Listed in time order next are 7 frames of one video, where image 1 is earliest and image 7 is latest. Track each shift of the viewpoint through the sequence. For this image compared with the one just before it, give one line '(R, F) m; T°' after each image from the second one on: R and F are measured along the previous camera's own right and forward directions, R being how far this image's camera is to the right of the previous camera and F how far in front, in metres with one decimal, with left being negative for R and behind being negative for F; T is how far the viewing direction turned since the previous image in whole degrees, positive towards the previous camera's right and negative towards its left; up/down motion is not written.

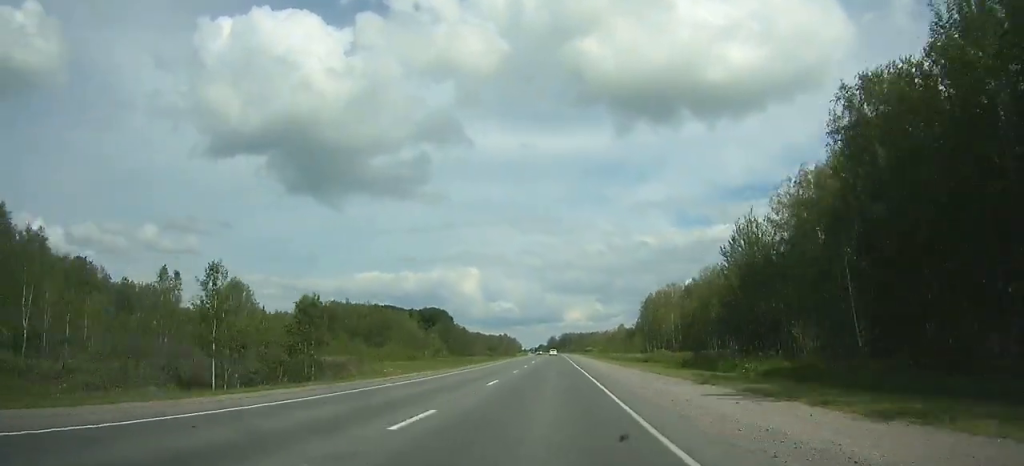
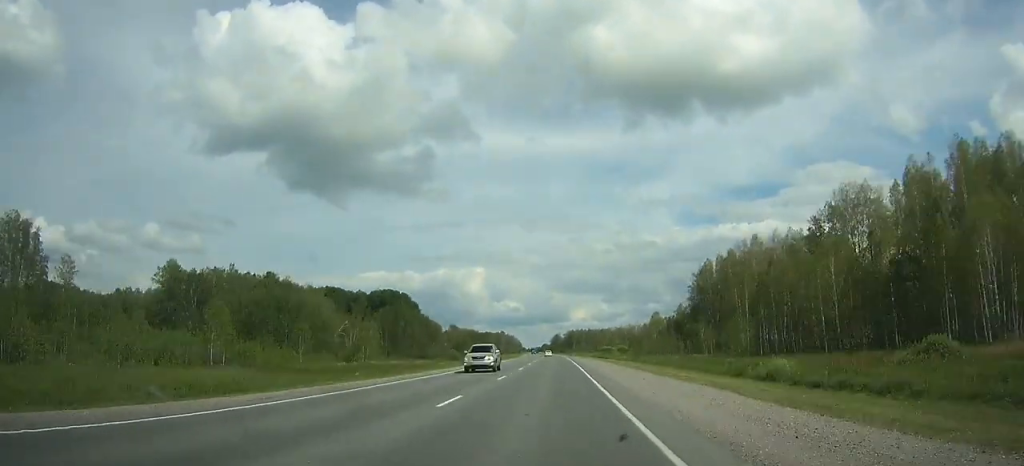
(-0.6, +94.0) m; -1°
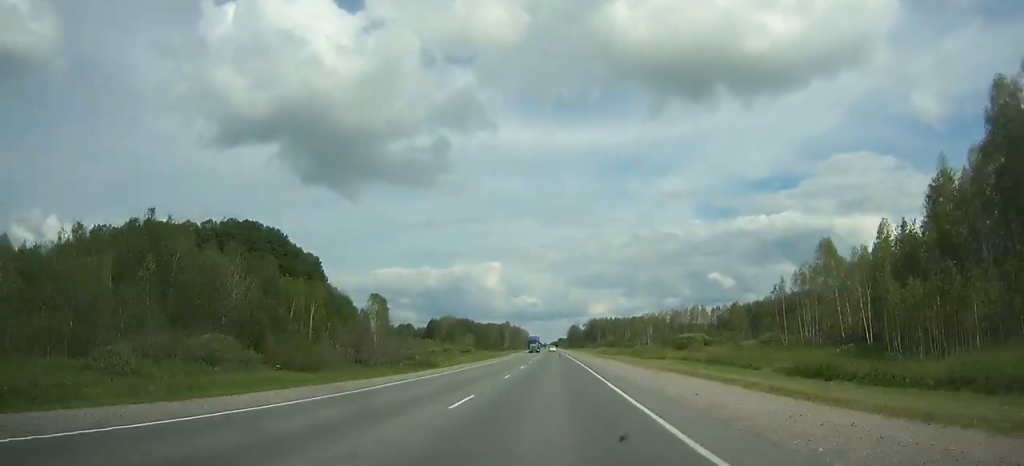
(-1.7, +121.1) m; -1°
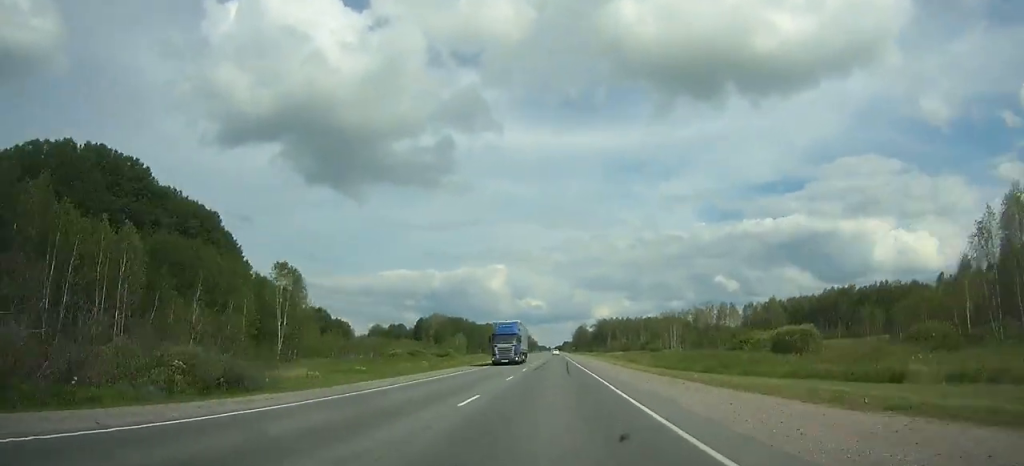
(-0.4, +46.6) m; -1°
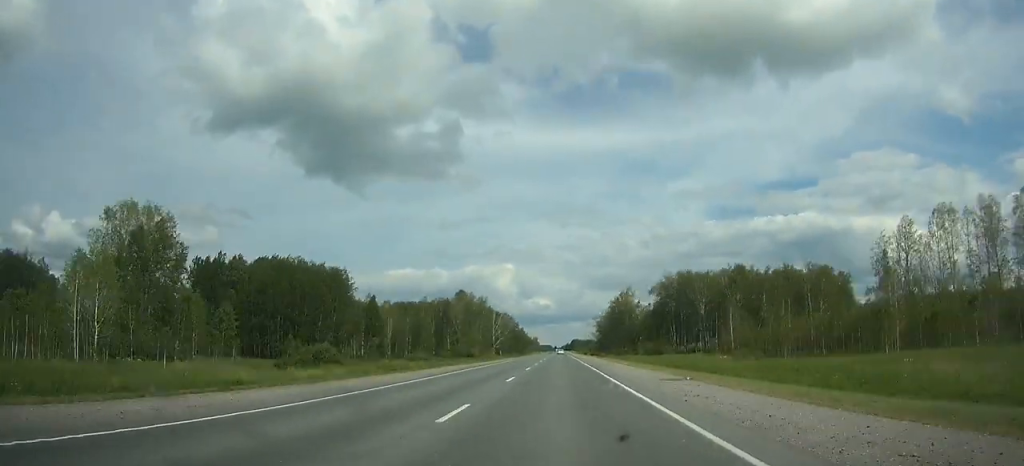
(-1.6, +225.1) m; 0°
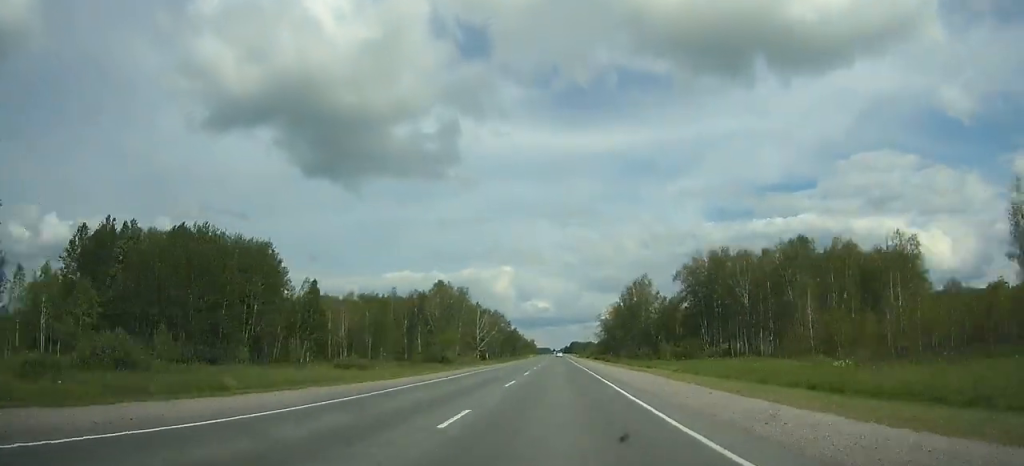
(+0.1, +38.1) m; 0°
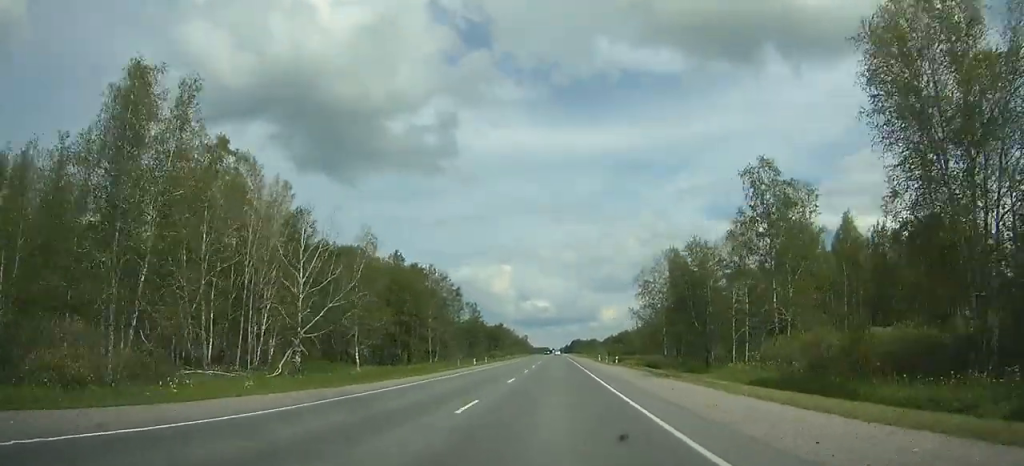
(-0.2, +119.3) m; 0°
